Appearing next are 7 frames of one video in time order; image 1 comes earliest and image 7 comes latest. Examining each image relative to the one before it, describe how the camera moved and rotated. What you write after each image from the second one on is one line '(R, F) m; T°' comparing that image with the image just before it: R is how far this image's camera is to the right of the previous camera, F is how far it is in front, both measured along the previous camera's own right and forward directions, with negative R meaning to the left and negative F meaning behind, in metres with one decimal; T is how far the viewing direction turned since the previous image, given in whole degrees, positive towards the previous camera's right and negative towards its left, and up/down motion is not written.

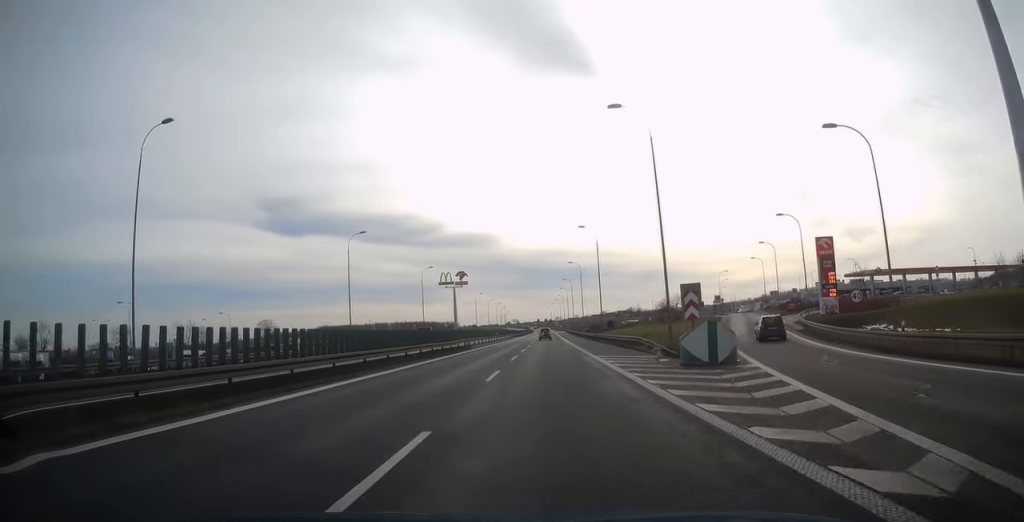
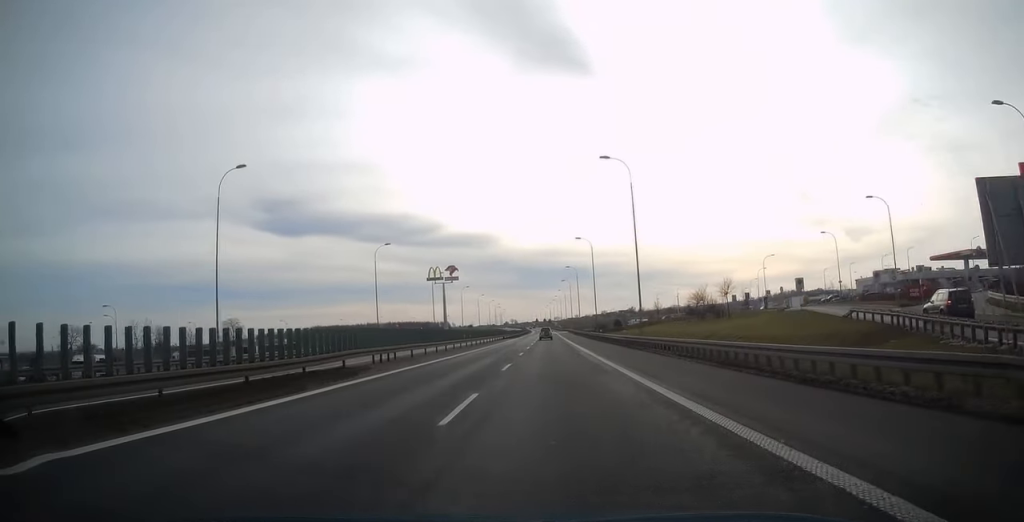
(+0.1, +31.1) m; 0°
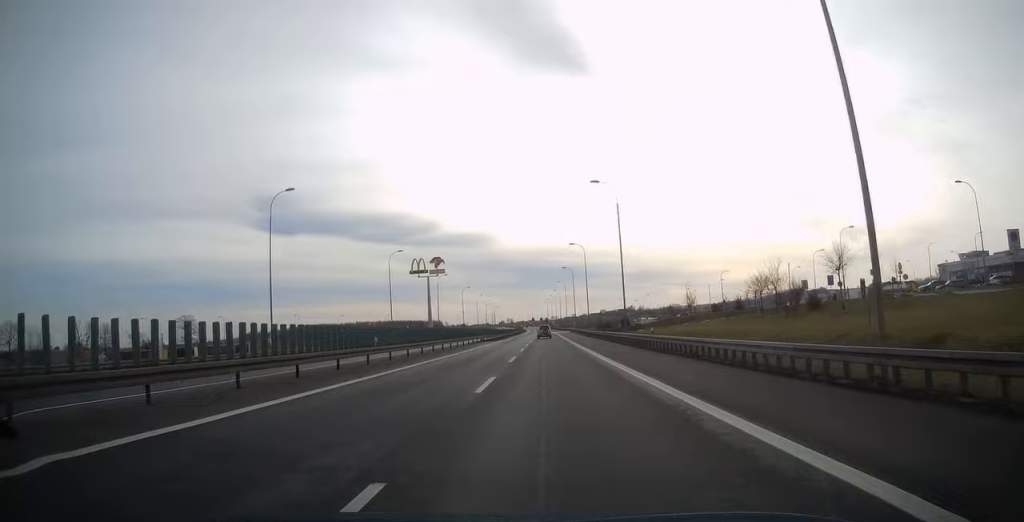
(+0.1, +32.6) m; 0°
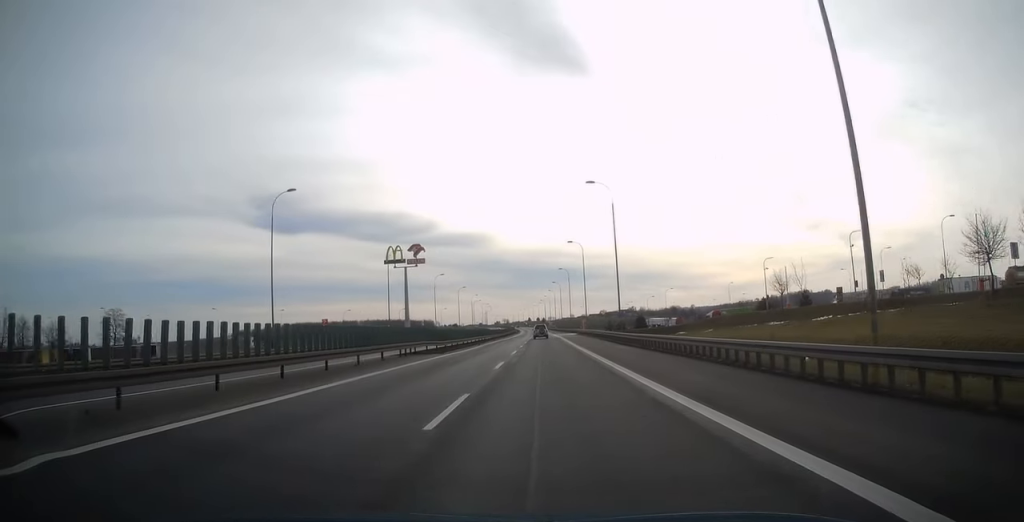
(+0.2, +41.1) m; 0°
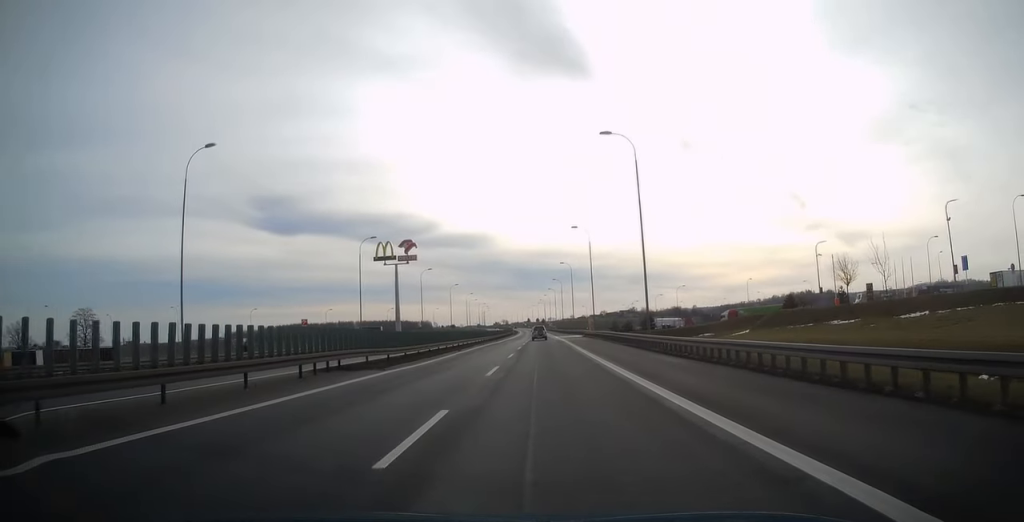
(-0.1, +14.6) m; 0°
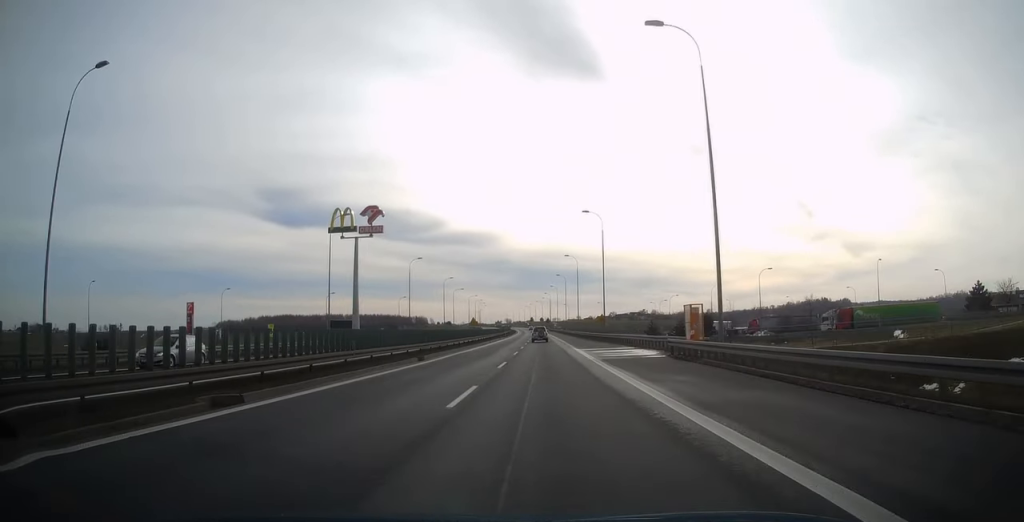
(+0.1, +55.4) m; 0°
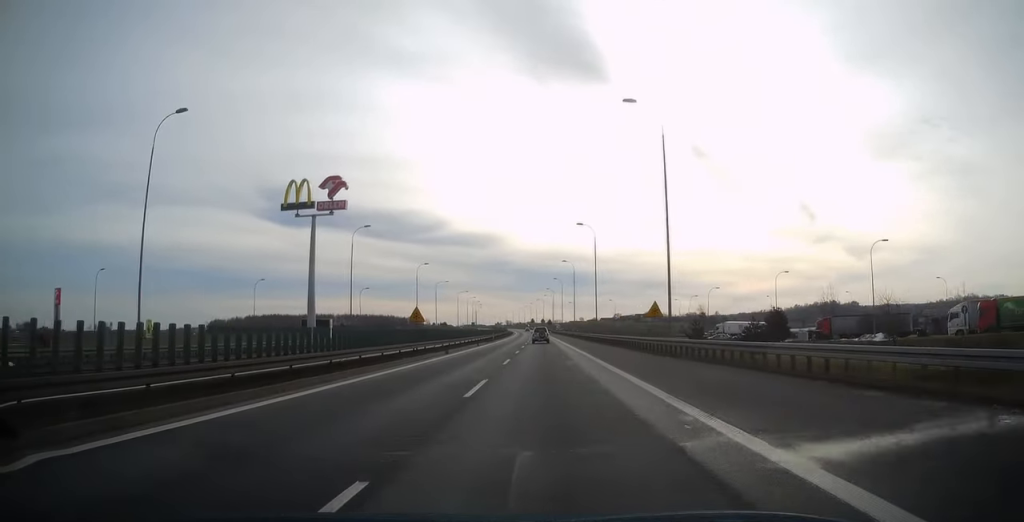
(-0.1, +33.6) m; 0°
